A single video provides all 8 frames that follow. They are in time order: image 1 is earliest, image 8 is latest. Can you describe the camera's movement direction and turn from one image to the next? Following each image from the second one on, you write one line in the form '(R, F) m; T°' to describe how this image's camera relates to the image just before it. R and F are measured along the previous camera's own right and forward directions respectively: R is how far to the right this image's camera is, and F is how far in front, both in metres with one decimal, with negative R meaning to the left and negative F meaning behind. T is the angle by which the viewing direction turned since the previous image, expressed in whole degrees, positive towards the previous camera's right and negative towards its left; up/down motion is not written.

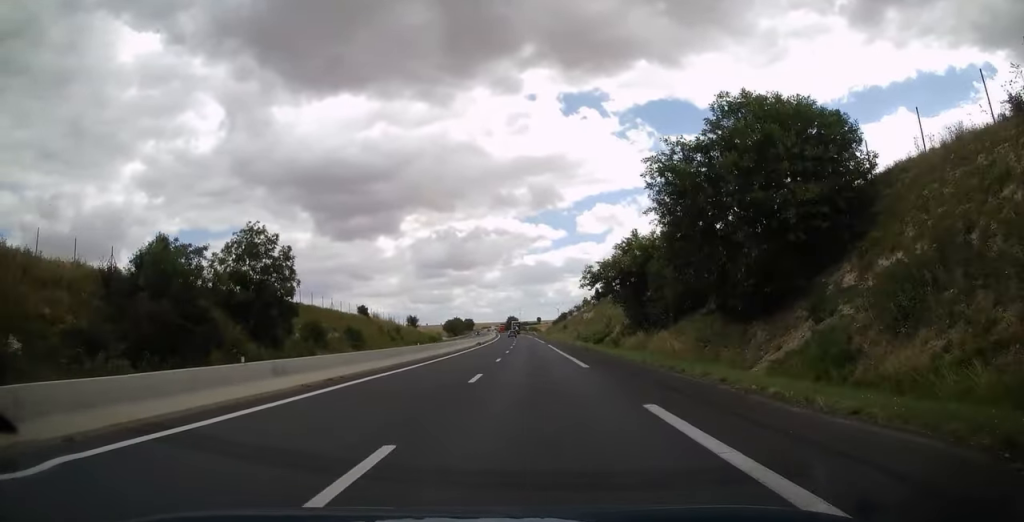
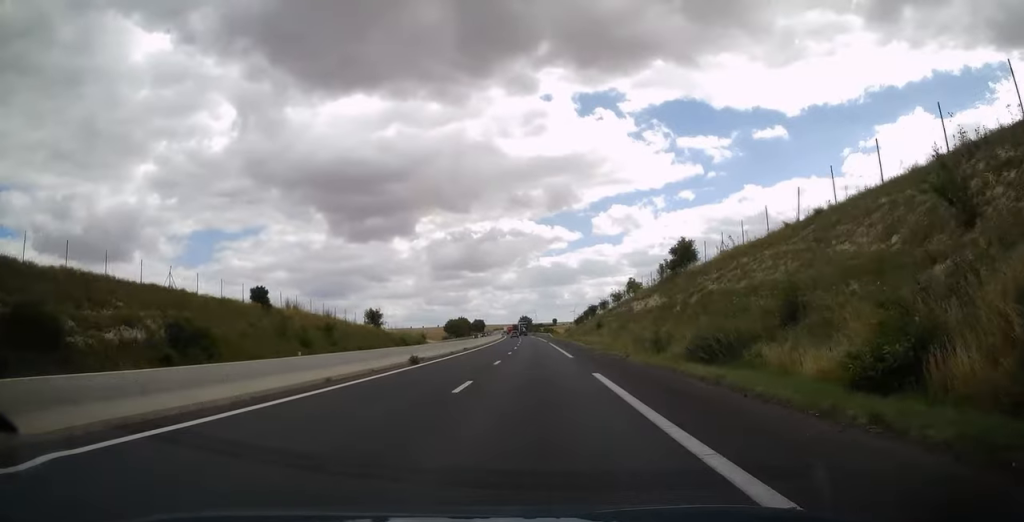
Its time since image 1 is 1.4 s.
(-0.8, +42.7) m; -2°
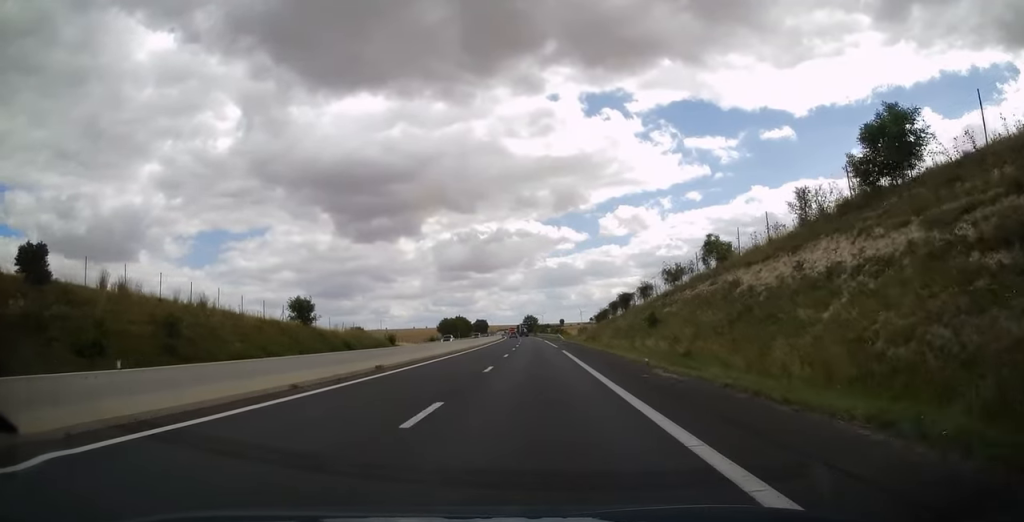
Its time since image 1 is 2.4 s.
(-0.2, +31.4) m; -1°
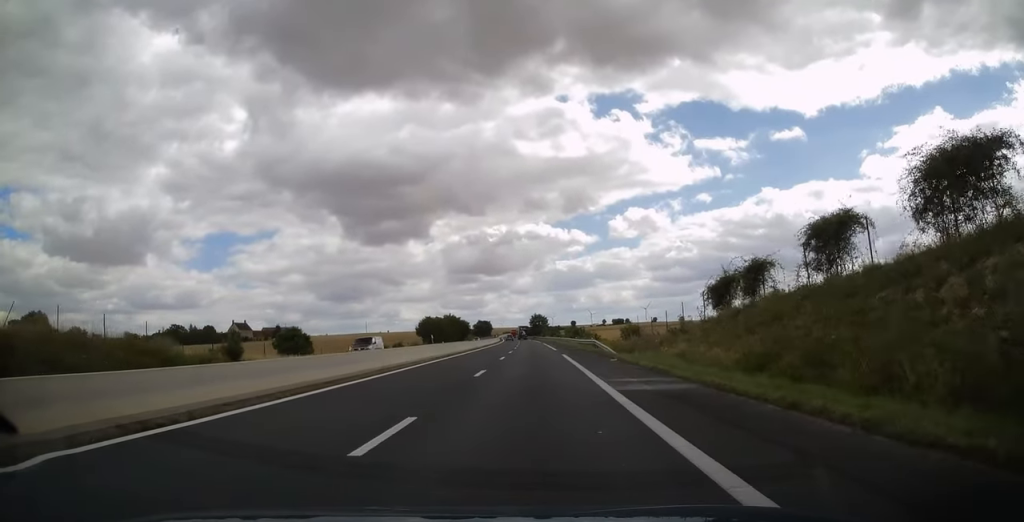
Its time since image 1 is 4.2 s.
(-0.4, +53.9) m; -1°
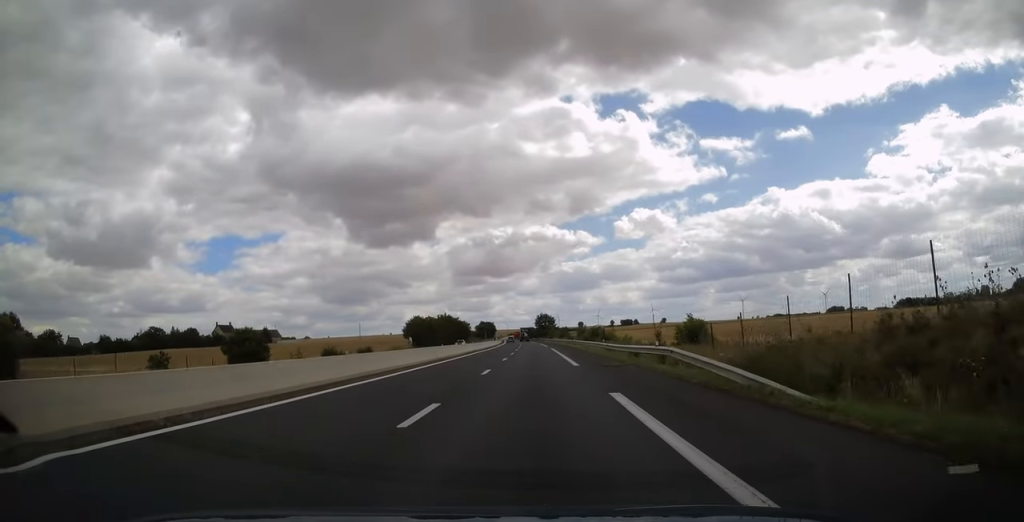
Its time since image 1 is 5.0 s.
(-0.1, +24.4) m; 0°
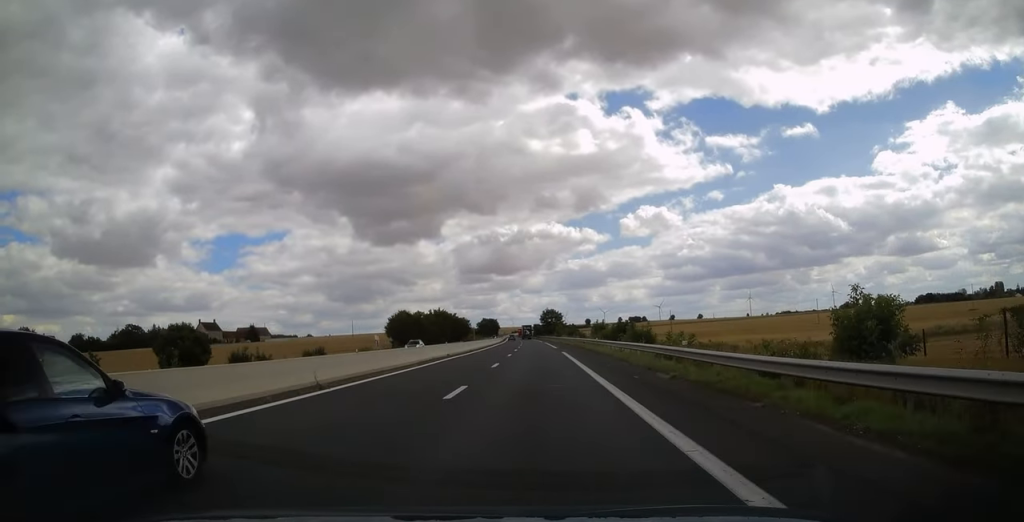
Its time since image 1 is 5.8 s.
(-0.1, +22.3) m; 0°
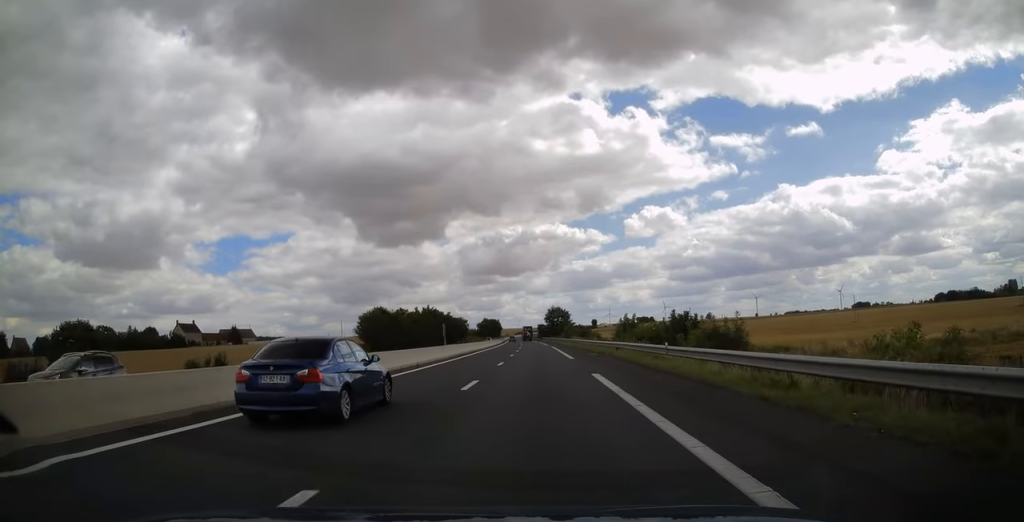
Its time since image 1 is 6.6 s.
(-0.1, +23.7) m; -1°
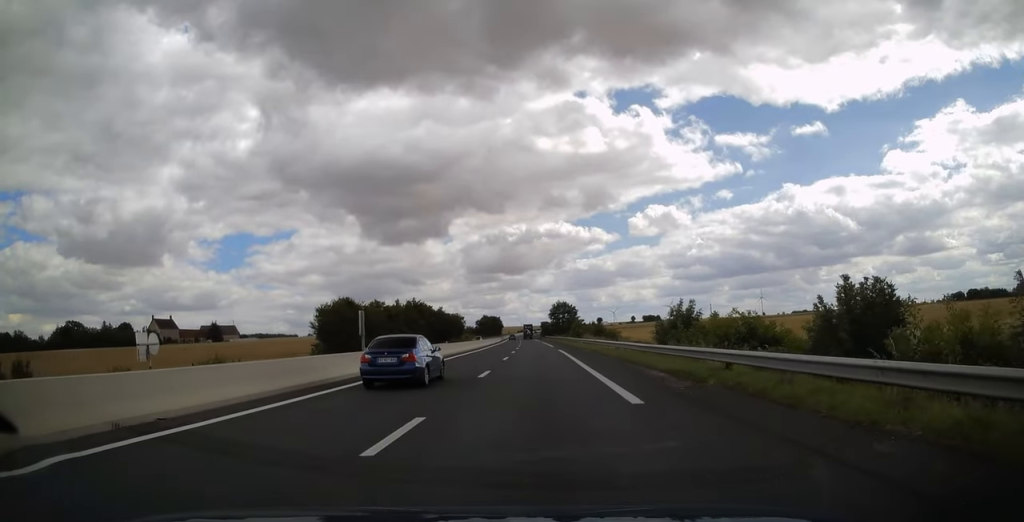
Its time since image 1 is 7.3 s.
(-0.1, +21.7) m; 0°
